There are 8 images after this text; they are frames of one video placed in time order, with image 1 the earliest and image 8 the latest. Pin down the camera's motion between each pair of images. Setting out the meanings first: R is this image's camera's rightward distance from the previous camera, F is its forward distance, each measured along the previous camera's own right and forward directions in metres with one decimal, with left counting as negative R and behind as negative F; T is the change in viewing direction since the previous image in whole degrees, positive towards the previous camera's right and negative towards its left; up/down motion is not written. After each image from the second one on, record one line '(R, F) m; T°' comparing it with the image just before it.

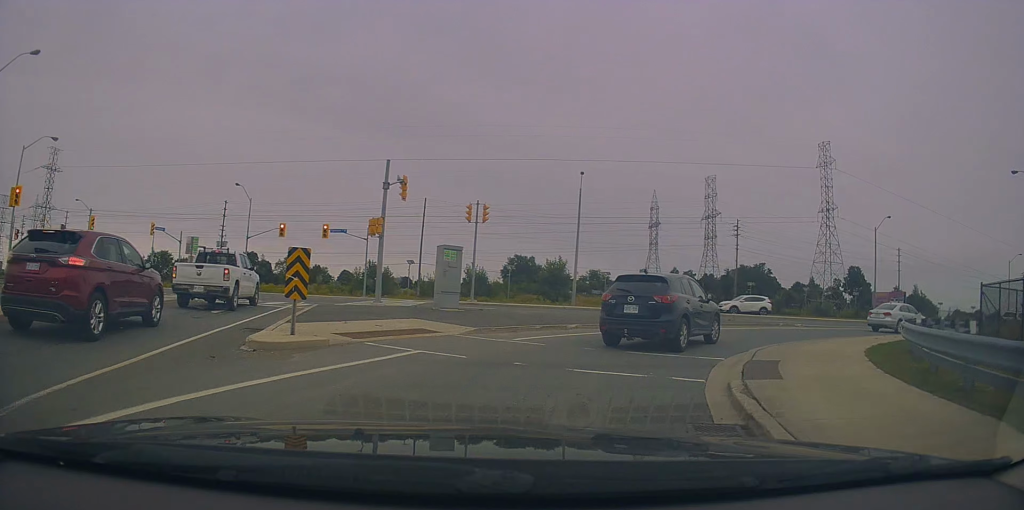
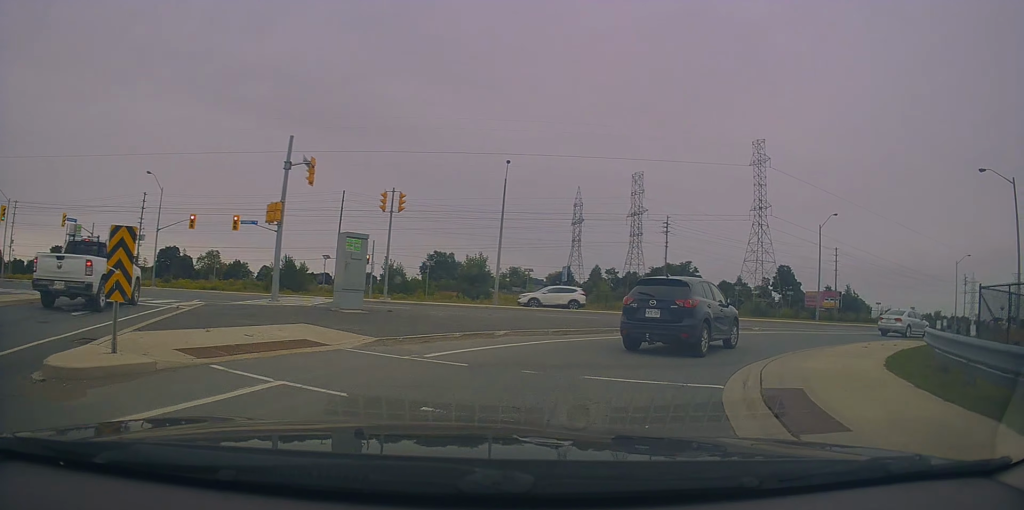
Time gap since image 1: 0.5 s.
(+0.5, +3.4) m; +13°
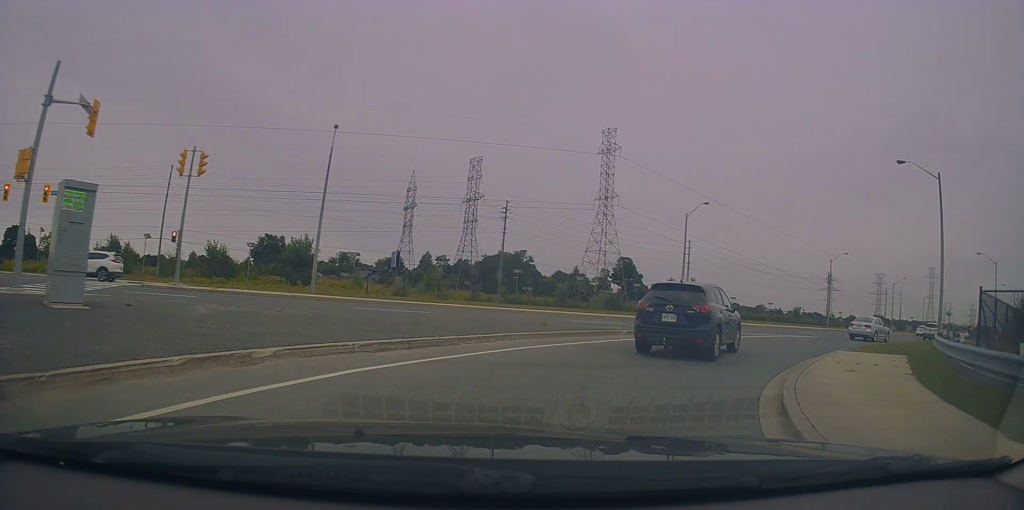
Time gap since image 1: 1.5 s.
(+1.2, +6.3) m; +20°
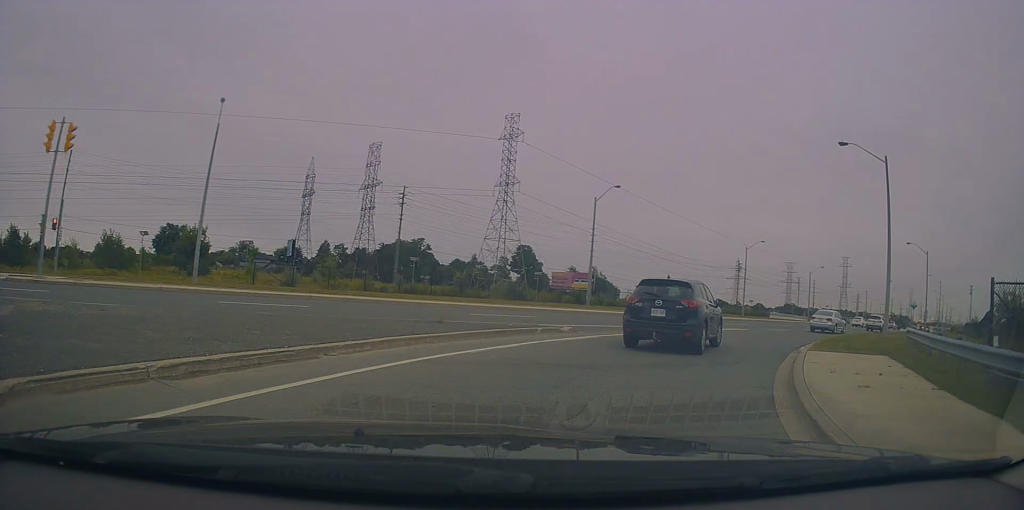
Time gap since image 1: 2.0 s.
(+0.2, +3.7) m; +9°
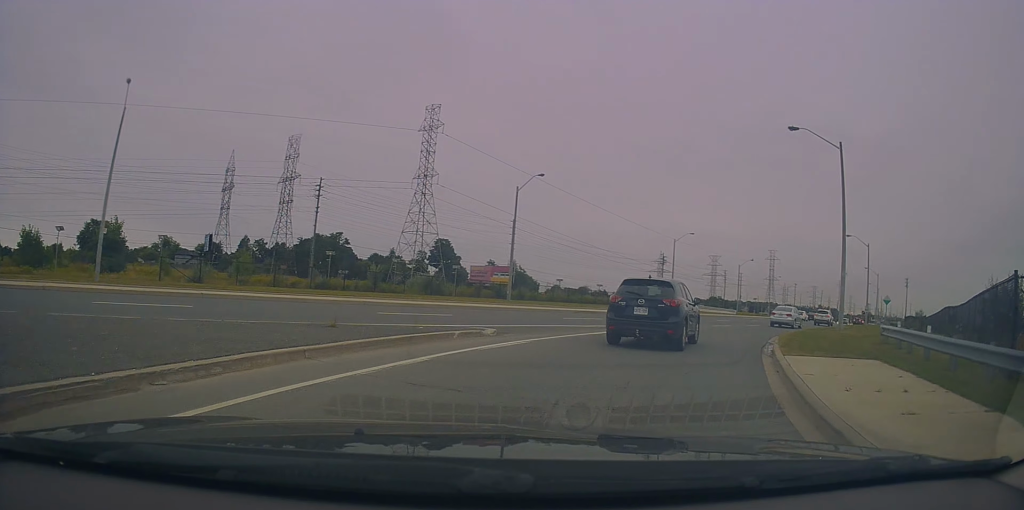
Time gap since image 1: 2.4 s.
(+0.3, +3.3) m; +7°
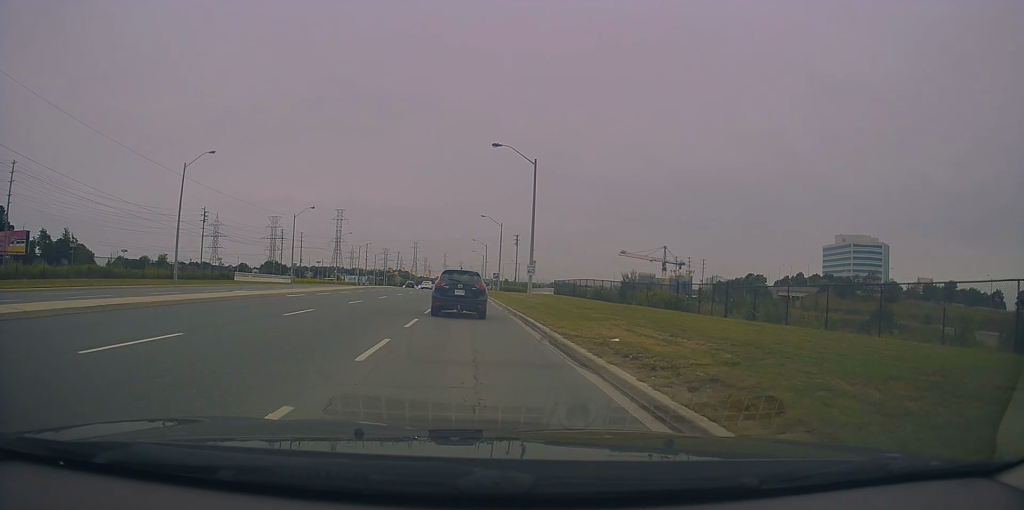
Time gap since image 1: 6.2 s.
(+13.8, +32.1) m; +33°
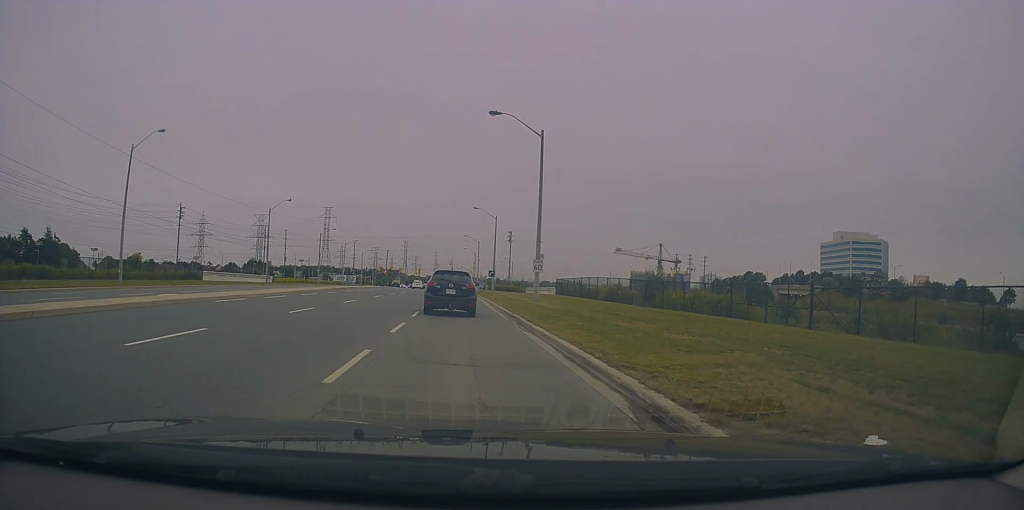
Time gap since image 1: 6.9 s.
(-0.1, +7.8) m; -1°
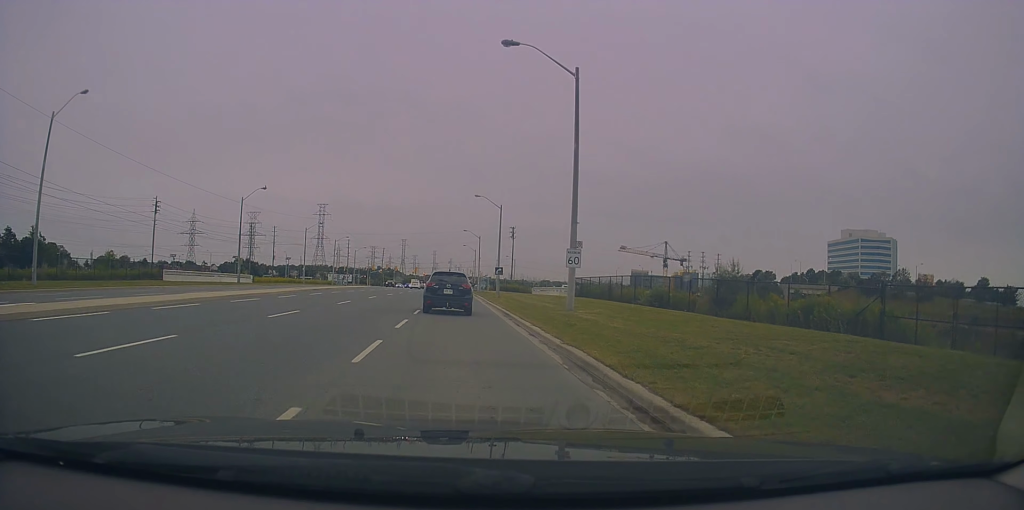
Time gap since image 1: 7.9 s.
(-0.1, +10.4) m; +2°
